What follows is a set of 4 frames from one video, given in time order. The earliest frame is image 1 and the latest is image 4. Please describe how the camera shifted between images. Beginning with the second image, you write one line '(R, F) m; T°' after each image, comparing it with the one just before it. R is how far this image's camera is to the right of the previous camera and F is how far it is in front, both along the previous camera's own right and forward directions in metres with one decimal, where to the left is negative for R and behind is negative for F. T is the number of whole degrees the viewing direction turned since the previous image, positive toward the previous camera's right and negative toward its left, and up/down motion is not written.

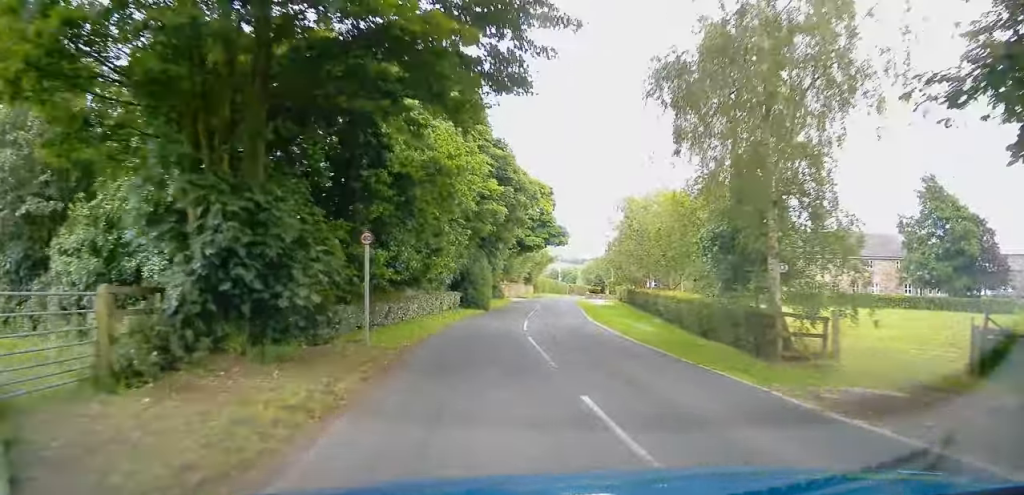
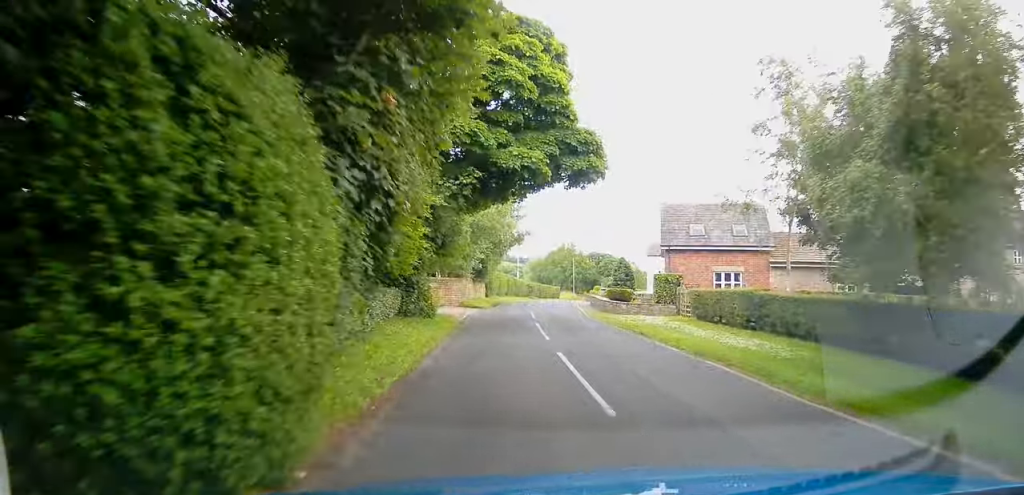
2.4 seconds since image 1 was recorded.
(+1.5, +31.3) m; +6°
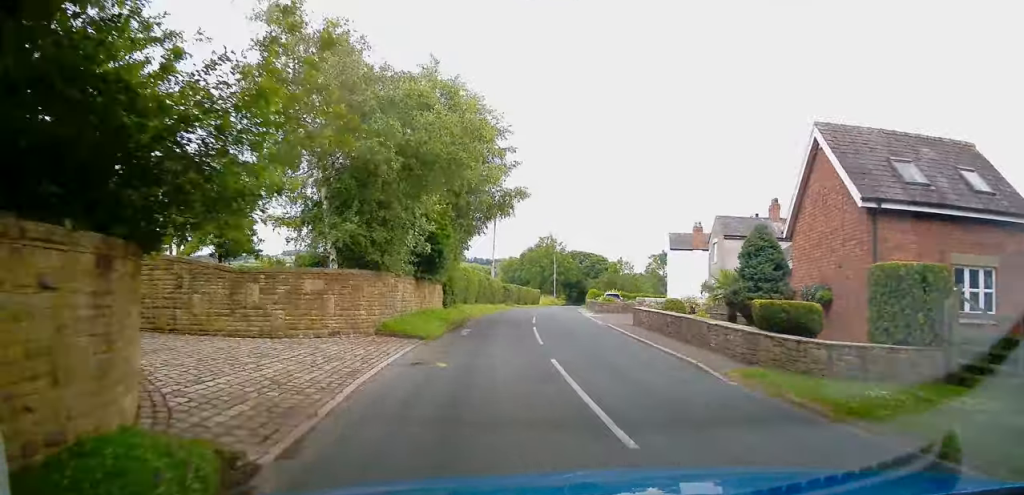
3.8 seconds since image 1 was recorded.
(+0.8, +19.5) m; +4°
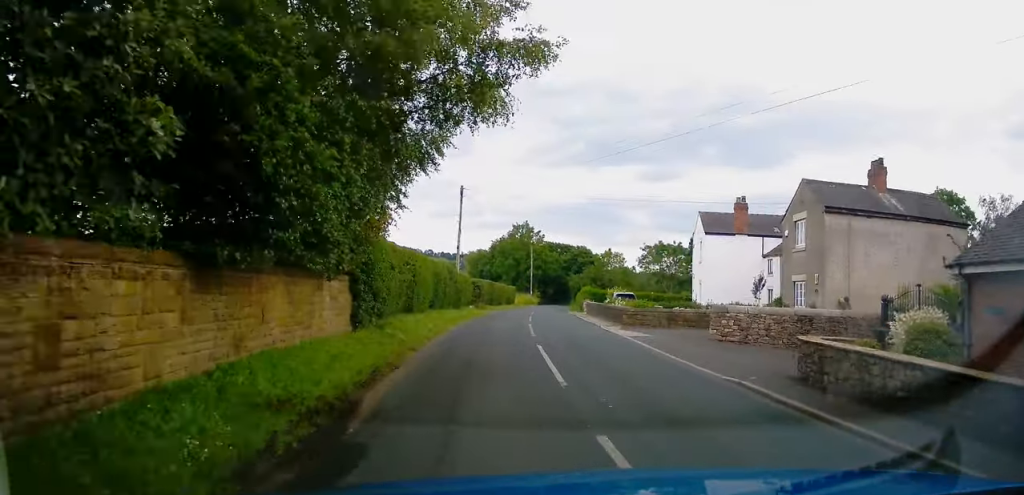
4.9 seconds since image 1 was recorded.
(+0.3, +14.7) m; +2°
